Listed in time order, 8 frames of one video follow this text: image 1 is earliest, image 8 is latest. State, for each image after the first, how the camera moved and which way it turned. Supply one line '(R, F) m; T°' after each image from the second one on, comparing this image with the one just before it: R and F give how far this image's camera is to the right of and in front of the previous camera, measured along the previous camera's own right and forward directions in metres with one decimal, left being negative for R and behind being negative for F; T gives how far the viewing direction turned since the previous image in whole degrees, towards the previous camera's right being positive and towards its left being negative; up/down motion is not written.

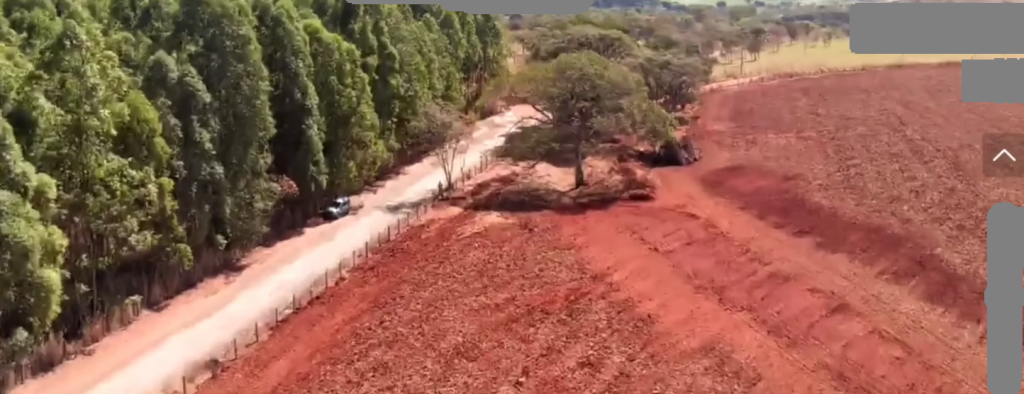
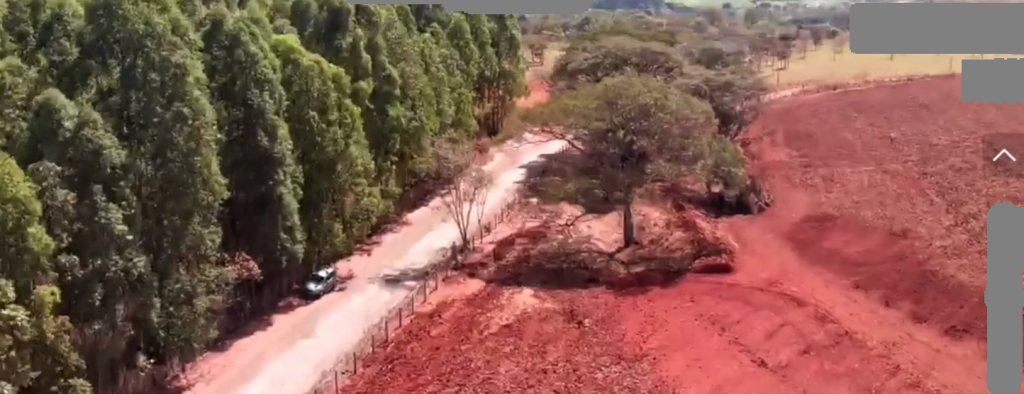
(0.0, +24.0) m; 0°
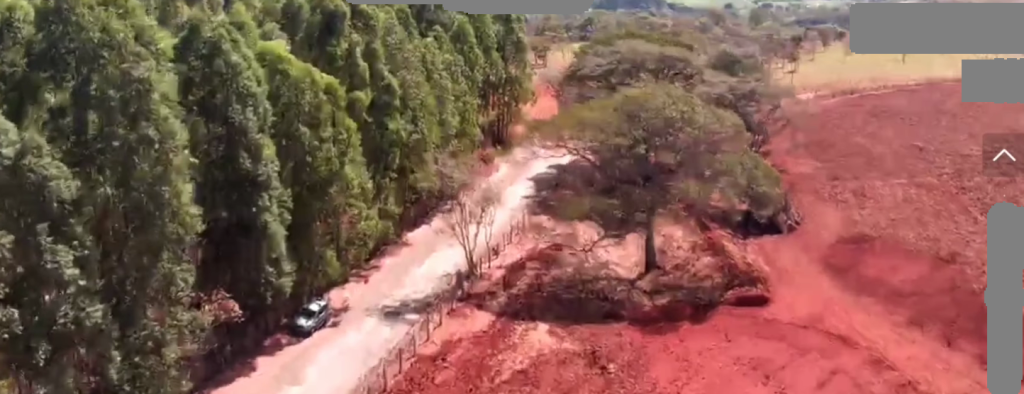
(0.0, +12.7) m; 0°
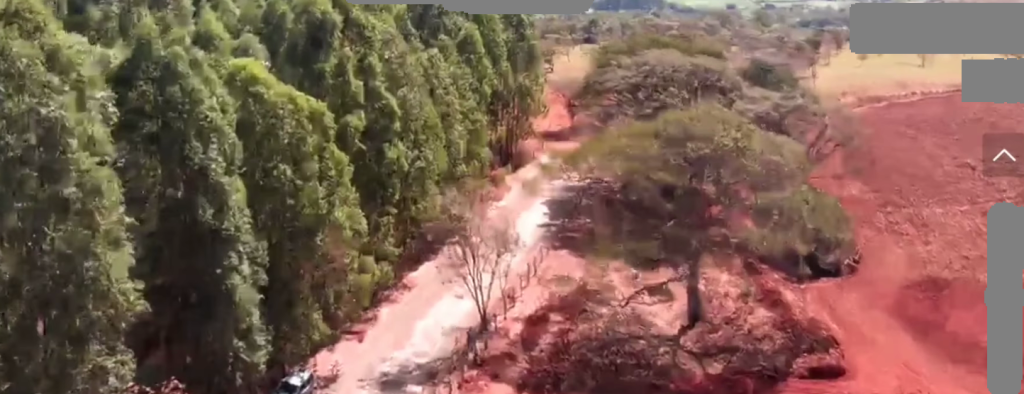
(0.0, +8.2) m; 0°
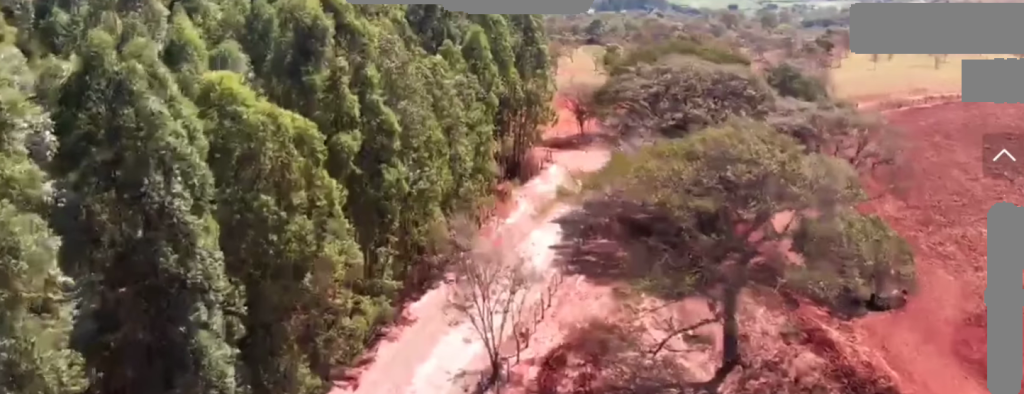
(0.0, +7.6) m; 0°
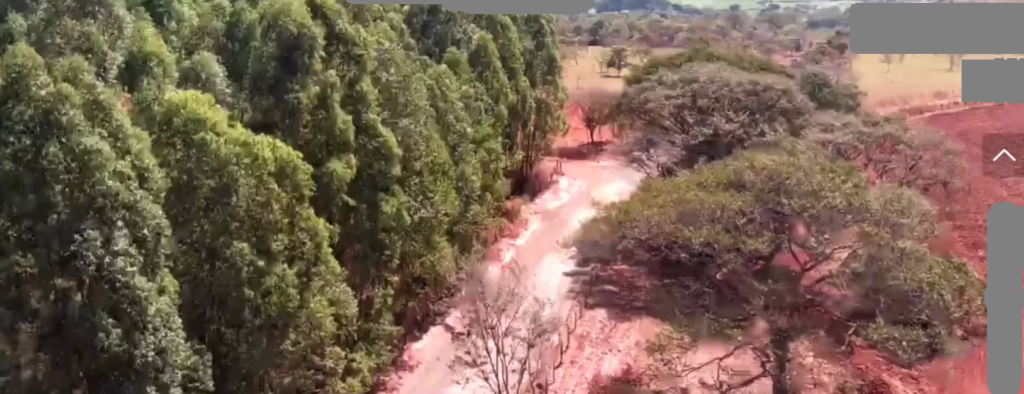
(0.0, +7.5) m; 0°
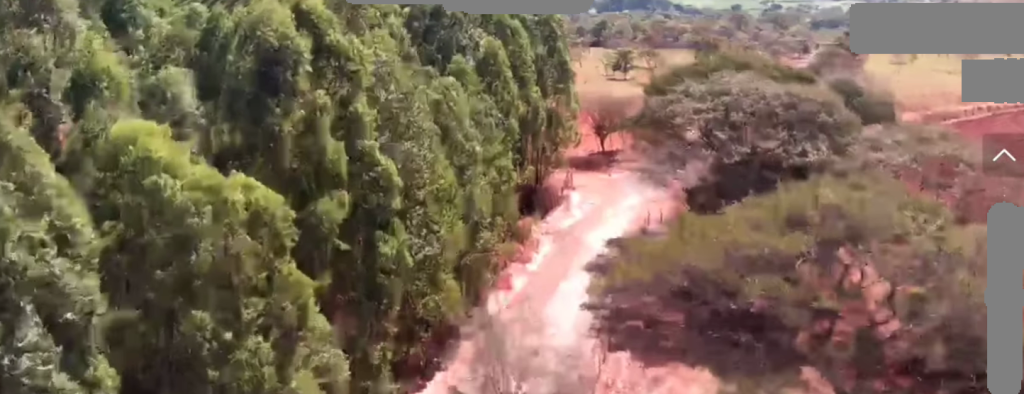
(0.0, +7.7) m; 0°
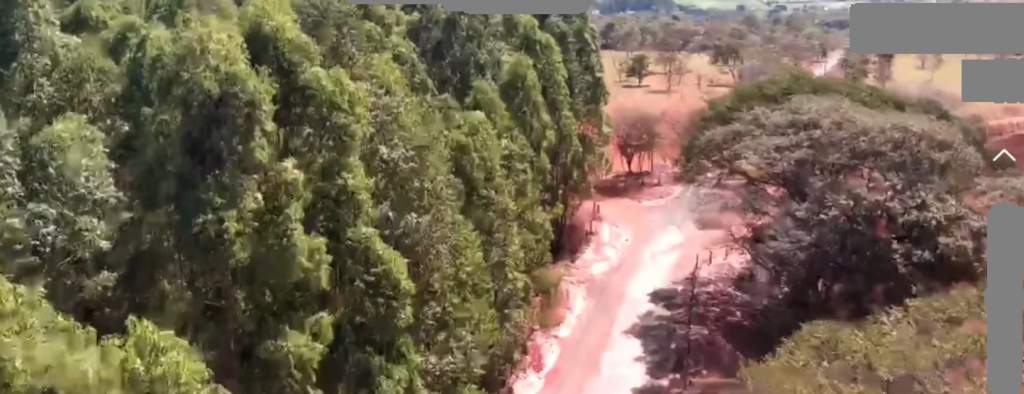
(-0.1, +11.2) m; 0°
